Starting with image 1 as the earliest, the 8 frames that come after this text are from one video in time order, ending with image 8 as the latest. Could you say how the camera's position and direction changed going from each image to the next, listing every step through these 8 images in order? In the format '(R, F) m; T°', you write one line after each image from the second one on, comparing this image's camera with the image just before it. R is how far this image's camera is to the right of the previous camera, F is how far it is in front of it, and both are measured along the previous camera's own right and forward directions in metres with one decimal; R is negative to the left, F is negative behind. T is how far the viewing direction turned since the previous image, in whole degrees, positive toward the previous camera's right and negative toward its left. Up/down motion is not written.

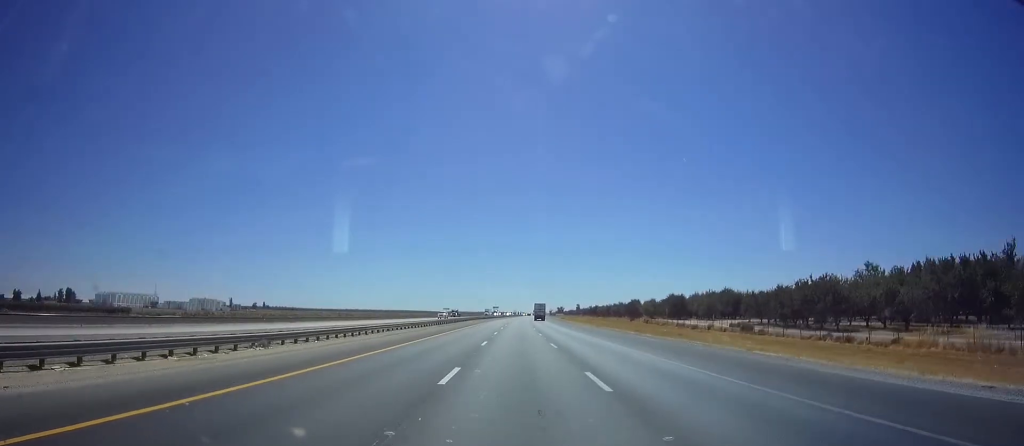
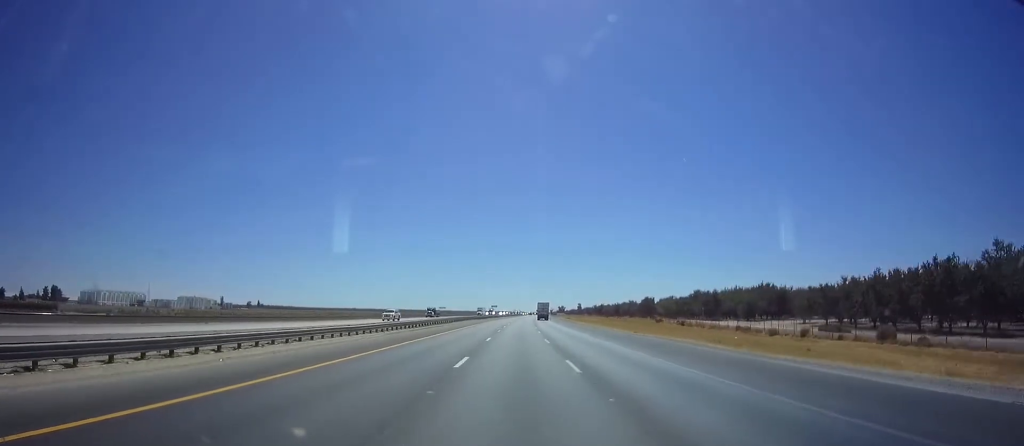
(0.0, +25.6) m; 0°
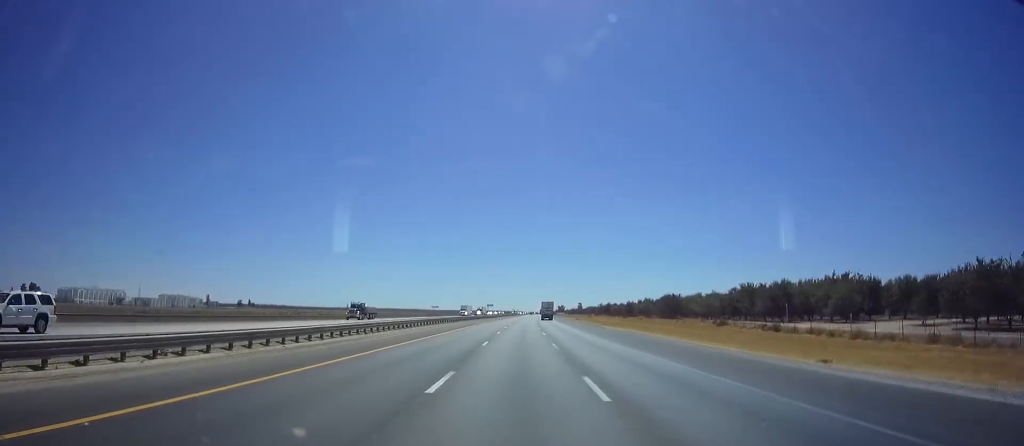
(0.0, +34.5) m; 0°
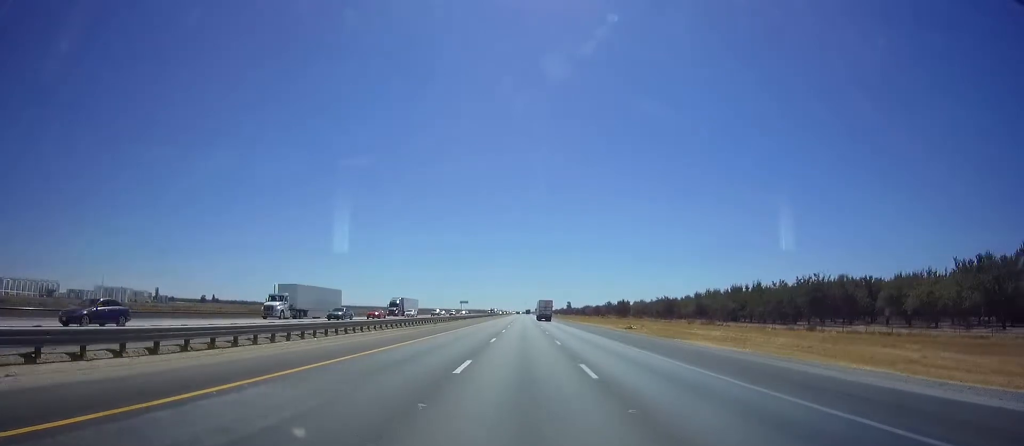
(+0.3, +84.6) m; +1°
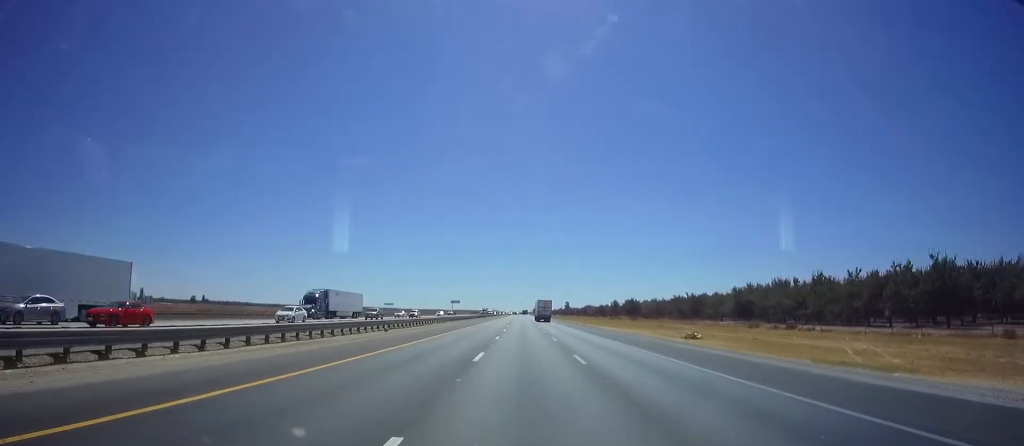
(+0.5, +25.6) m; 0°
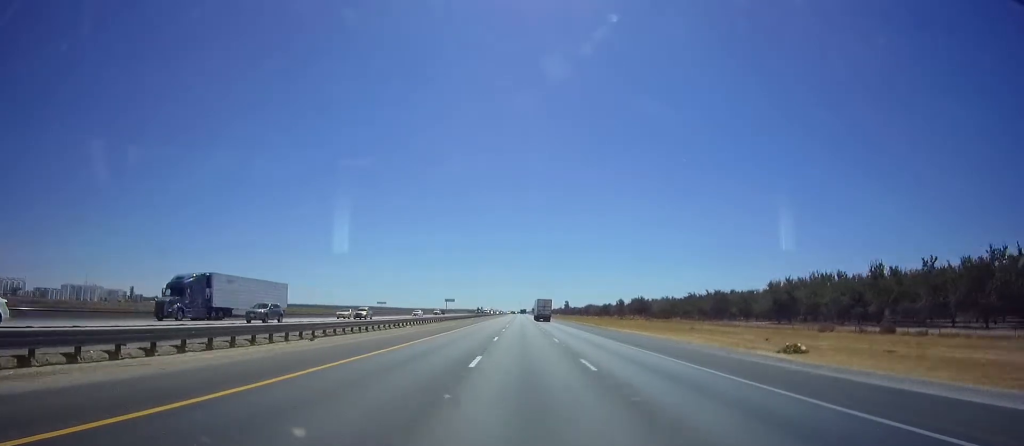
(-0.4, +16.7) m; 0°
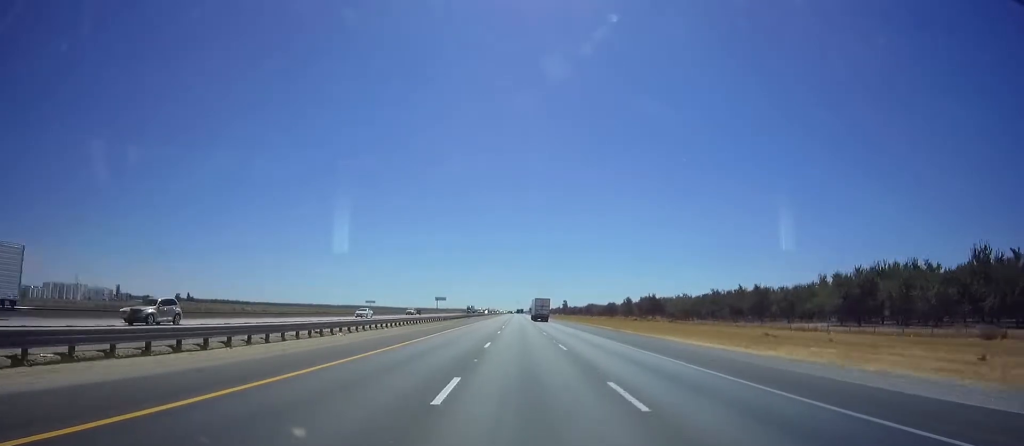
(-0.3, +21.2) m; 0°
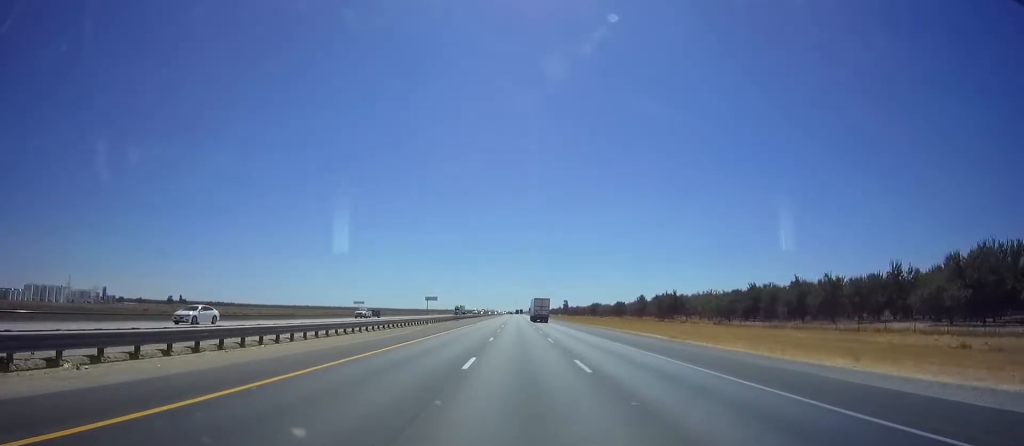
(+0.5, +23.4) m; +1°
